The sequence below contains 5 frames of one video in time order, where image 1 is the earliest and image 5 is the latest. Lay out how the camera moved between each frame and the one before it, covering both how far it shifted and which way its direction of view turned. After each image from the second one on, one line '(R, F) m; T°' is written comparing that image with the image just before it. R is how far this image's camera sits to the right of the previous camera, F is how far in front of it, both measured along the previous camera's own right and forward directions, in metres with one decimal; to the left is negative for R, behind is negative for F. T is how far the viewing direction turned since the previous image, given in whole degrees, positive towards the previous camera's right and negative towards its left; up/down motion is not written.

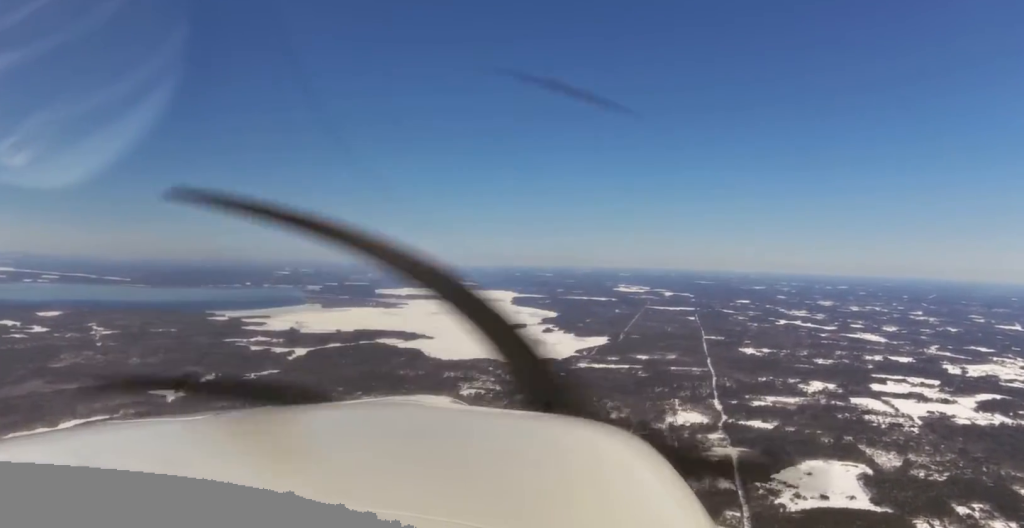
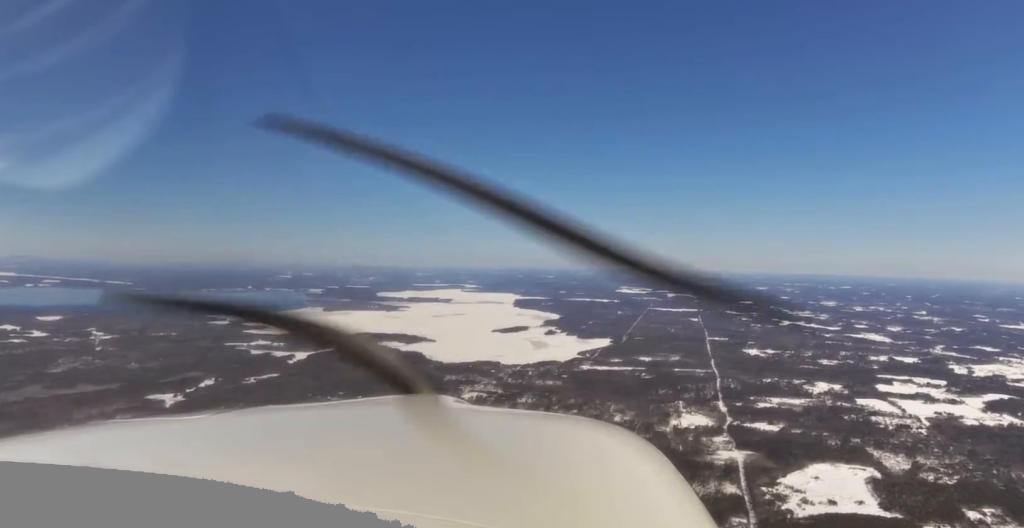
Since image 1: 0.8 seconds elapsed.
(-0.1, +53.6) m; +1°
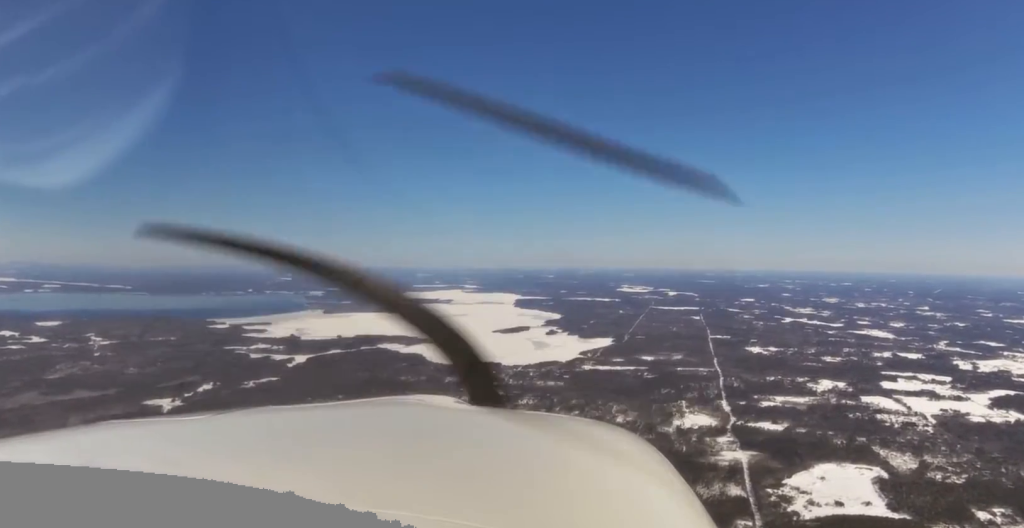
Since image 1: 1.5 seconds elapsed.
(+0.5, +49.1) m; +1°
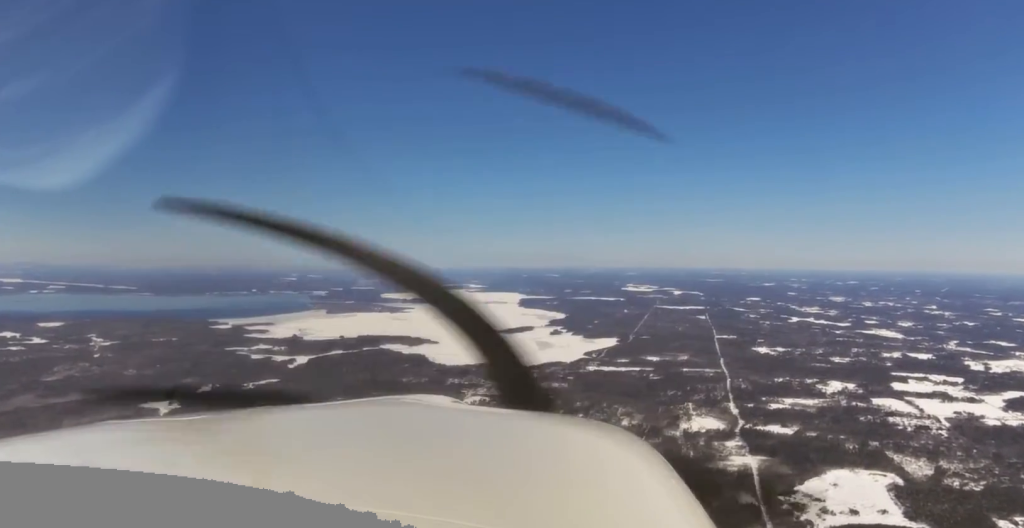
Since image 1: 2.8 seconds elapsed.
(+0.7, +96.2) m; +1°
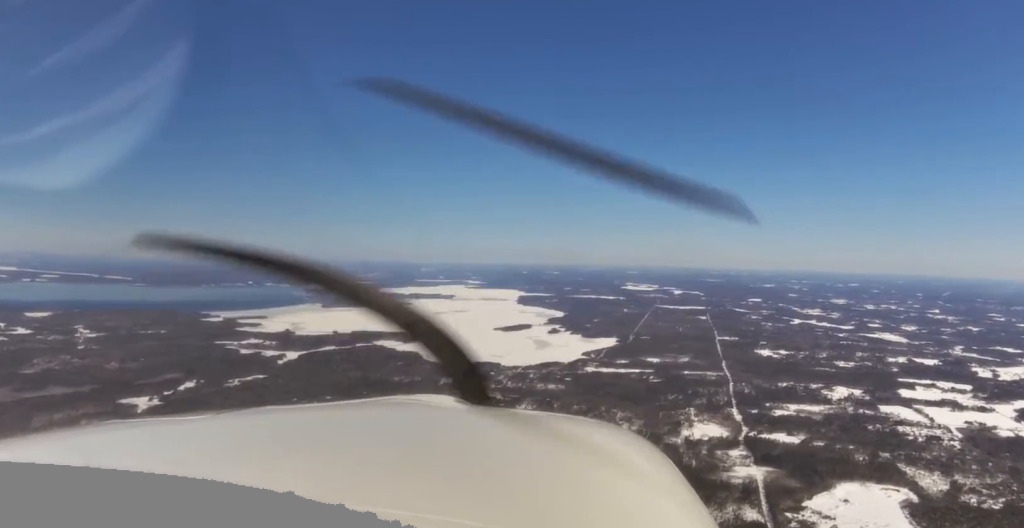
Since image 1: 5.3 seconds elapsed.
(-0.1, +172.5) m; -1°
